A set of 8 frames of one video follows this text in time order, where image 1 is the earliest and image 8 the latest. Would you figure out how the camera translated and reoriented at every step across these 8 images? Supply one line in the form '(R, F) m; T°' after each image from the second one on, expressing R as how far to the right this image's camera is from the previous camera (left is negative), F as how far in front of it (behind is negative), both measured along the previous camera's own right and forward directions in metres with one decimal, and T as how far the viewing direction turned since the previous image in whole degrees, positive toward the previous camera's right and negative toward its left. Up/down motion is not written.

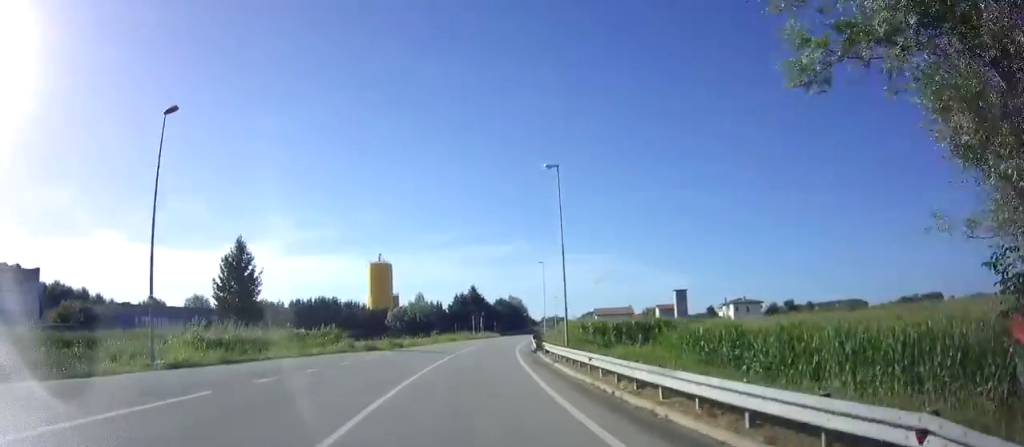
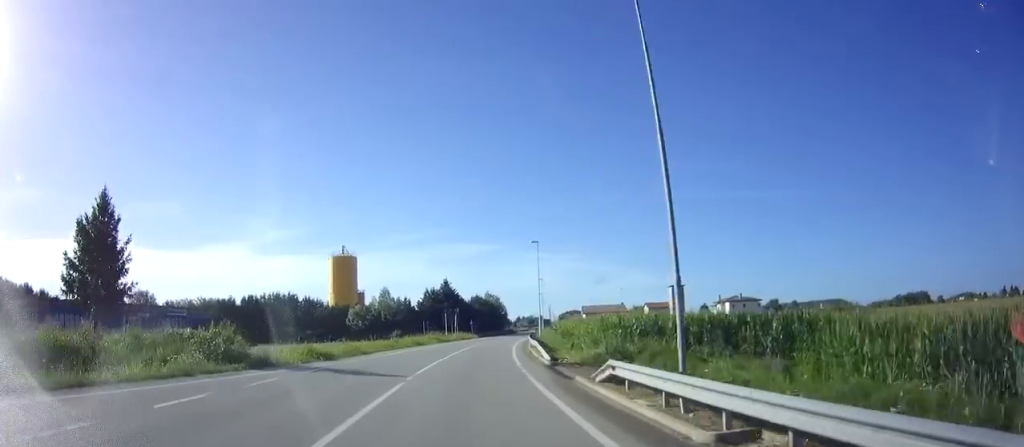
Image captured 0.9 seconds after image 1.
(+0.5, +14.6) m; +3°
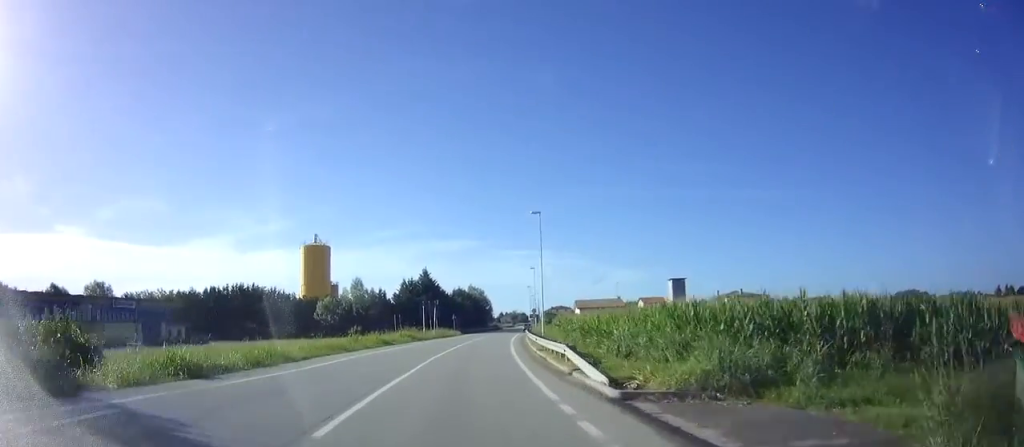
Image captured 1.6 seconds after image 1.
(+0.1, +10.7) m; +2°
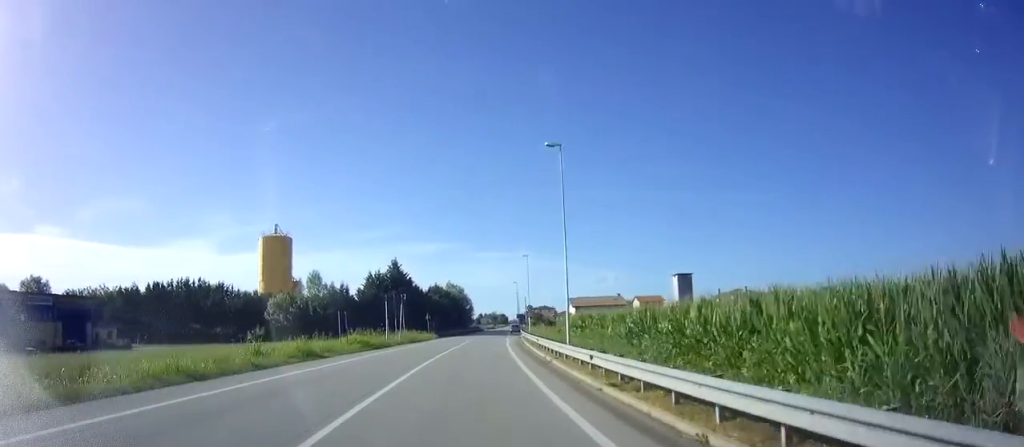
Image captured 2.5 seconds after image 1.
(+0.4, +15.1) m; +2°
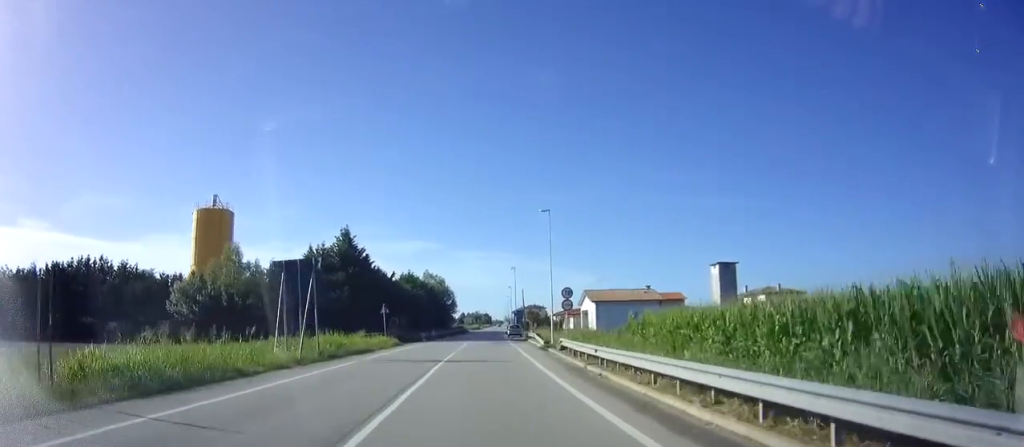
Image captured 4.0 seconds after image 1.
(+0.4, +23.9) m; +2°
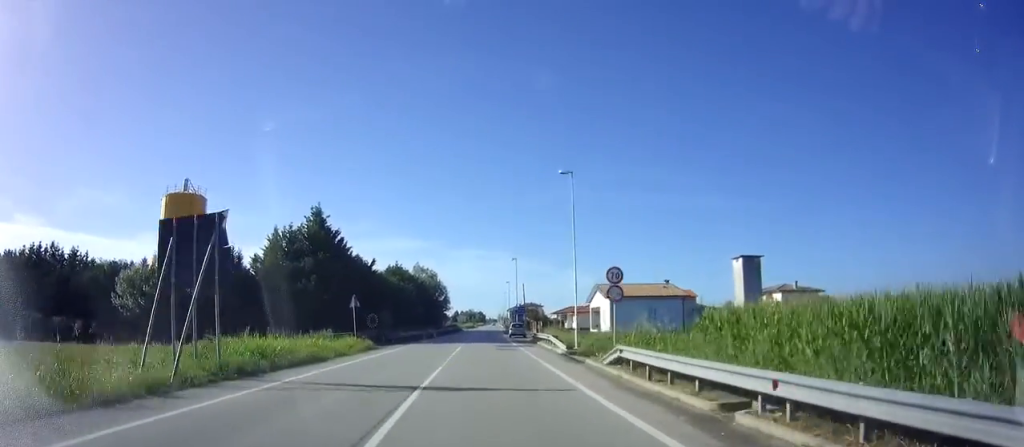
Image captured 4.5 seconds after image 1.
(0.0, +9.1) m; +1°
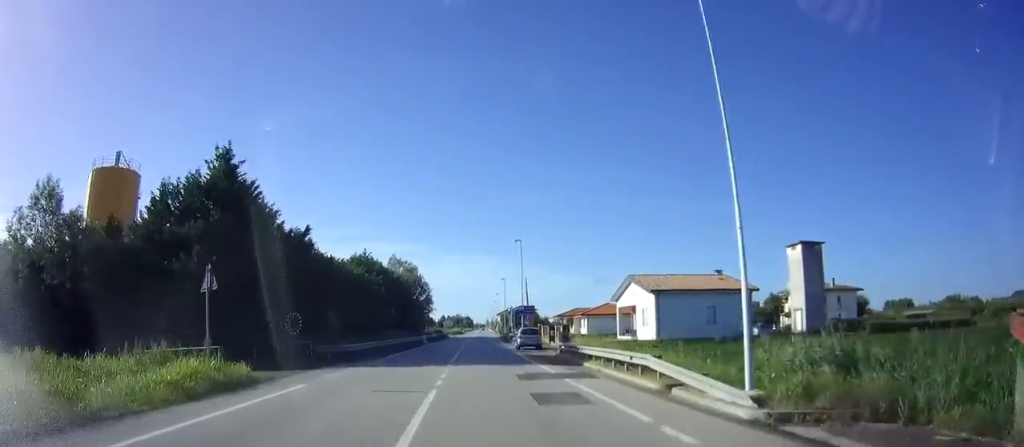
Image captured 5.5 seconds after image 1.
(+0.2, +17.7) m; +1°
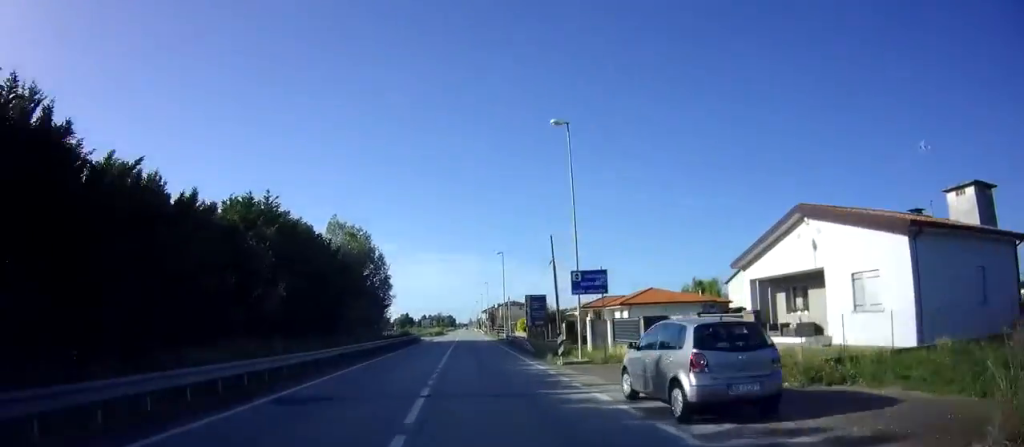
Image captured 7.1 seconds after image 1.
(+0.4, +27.1) m; +2°
